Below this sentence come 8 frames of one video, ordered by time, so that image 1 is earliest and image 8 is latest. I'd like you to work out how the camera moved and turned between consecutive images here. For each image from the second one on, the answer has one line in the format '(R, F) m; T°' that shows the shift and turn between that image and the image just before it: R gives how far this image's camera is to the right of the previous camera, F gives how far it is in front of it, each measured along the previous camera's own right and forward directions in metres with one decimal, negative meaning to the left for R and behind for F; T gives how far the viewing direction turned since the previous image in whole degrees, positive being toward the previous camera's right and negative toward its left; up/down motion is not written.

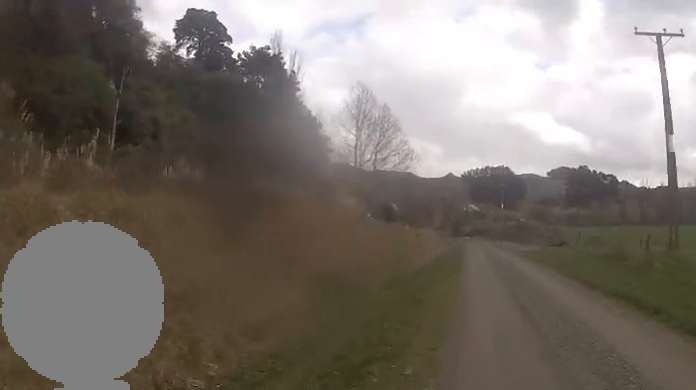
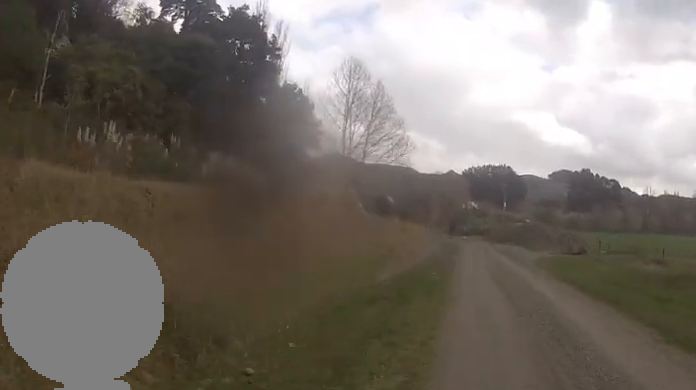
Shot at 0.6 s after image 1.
(-0.5, +6.1) m; +3°
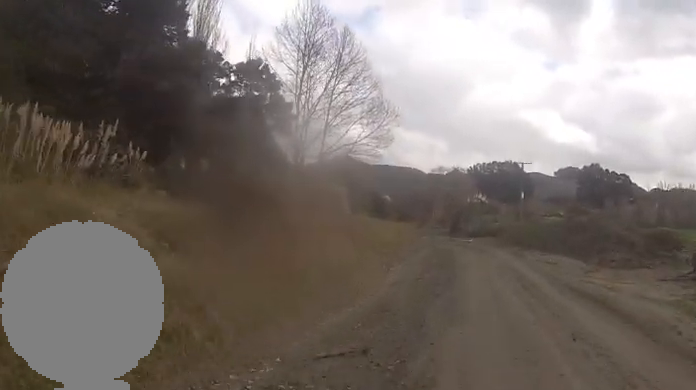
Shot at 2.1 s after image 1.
(+1.3, +15.5) m; +3°
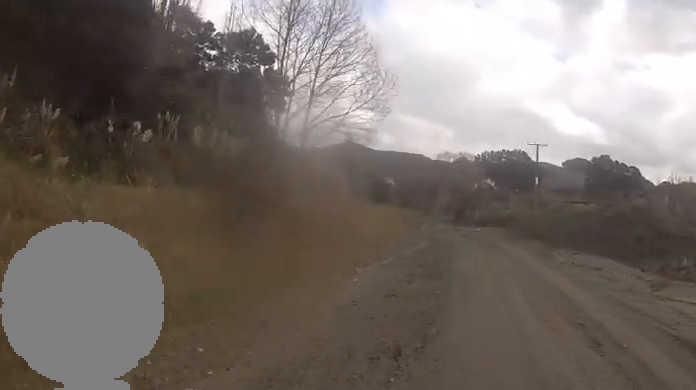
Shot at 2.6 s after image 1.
(-0.4, +5.8) m; 0°
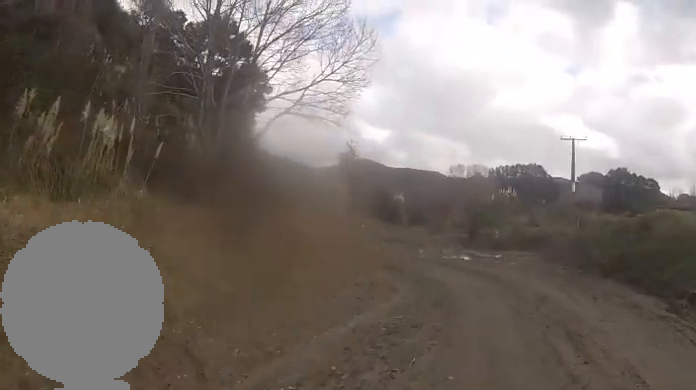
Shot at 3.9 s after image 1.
(+0.6, +12.5) m; -1°
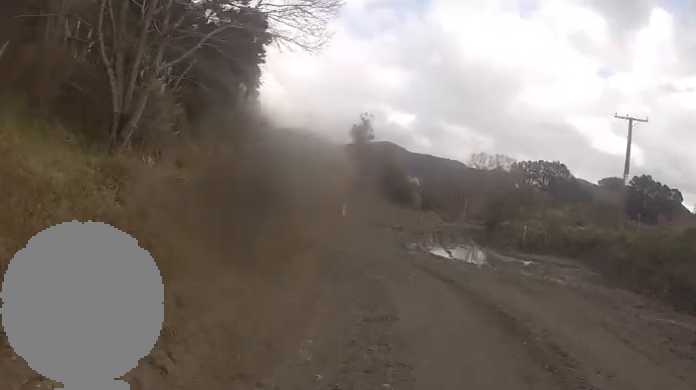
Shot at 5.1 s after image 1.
(-0.4, +10.7) m; -4°
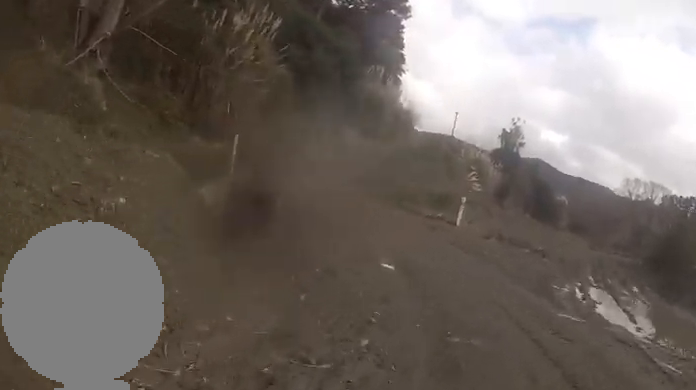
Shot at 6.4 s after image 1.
(-0.7, +10.2) m; -25°
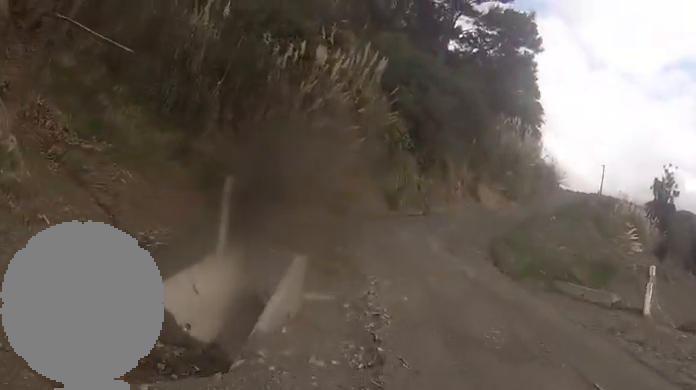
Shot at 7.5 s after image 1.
(-2.3, +7.3) m; -16°
